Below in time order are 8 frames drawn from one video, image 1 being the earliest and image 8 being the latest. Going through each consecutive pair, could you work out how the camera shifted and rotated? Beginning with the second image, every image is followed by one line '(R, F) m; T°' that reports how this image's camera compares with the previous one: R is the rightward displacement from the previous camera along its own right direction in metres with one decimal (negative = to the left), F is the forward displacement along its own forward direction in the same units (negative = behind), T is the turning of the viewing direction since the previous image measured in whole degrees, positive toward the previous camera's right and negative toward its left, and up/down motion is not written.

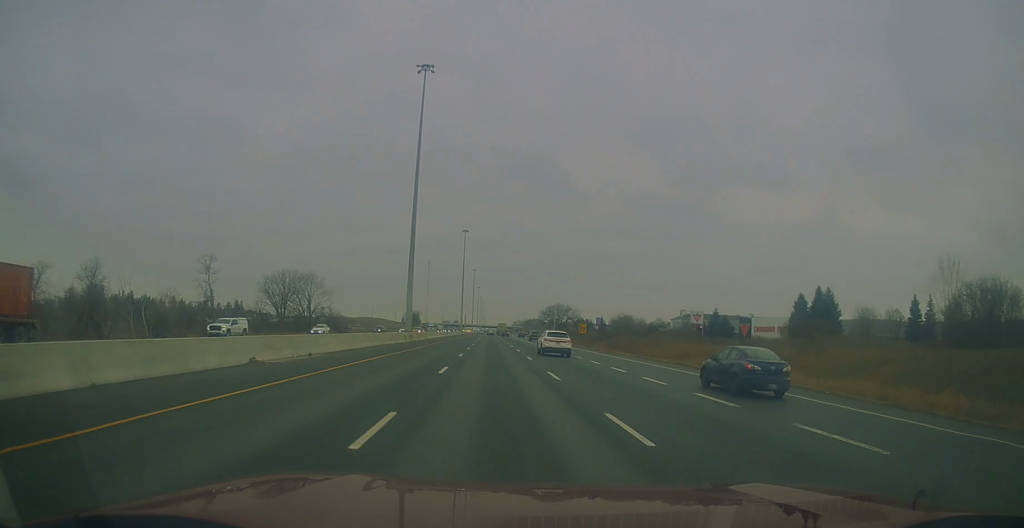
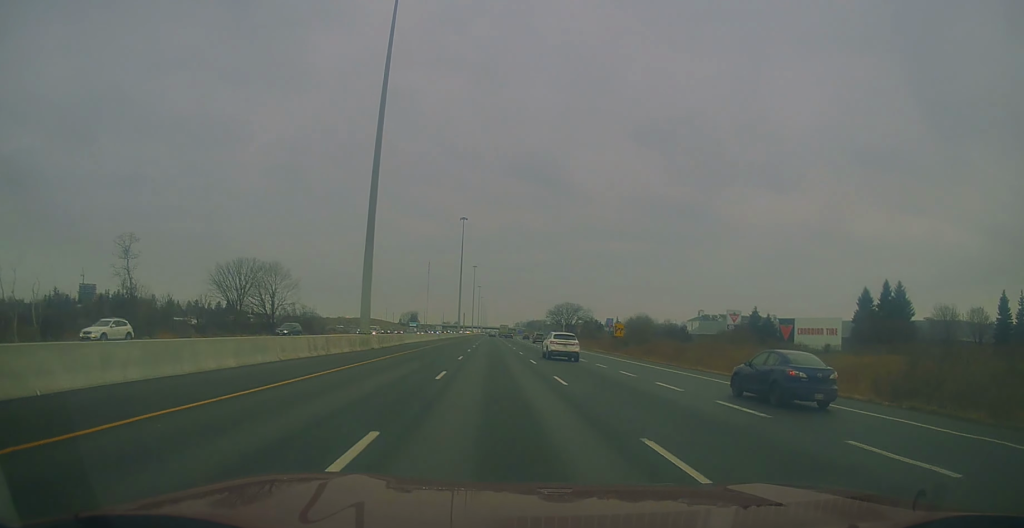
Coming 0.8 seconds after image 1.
(+0.5, +26.3) m; 0°
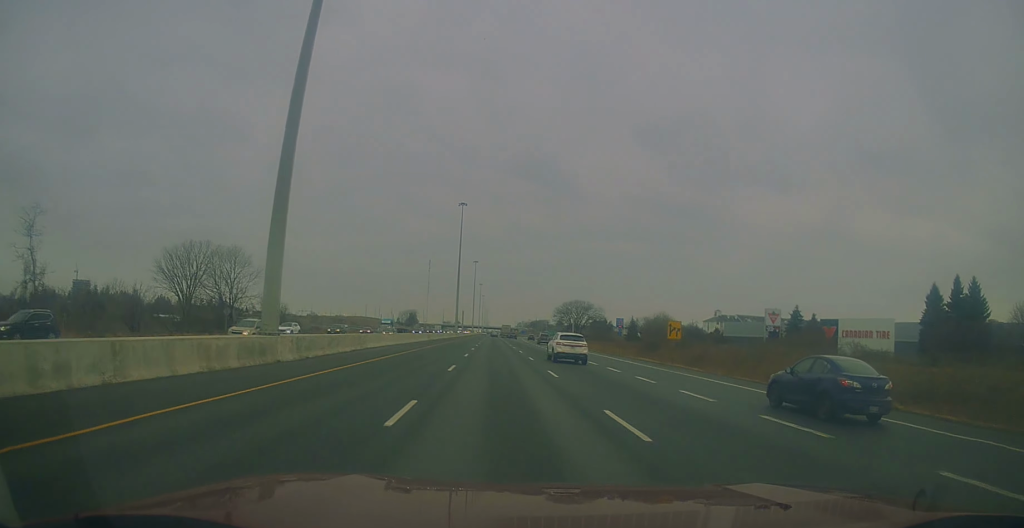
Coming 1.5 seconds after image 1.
(-0.3, +21.0) m; -1°
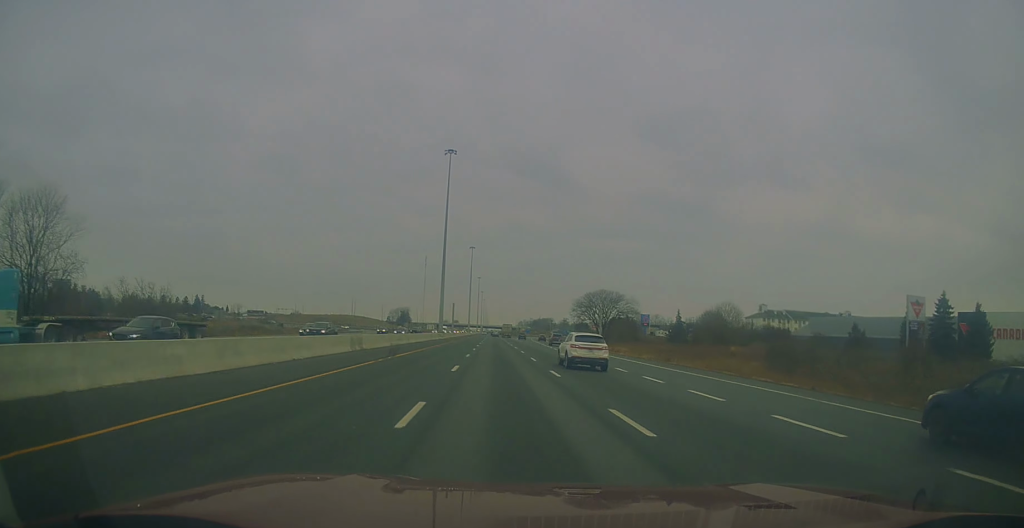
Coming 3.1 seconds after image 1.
(-0.4, +49.2) m; 0°
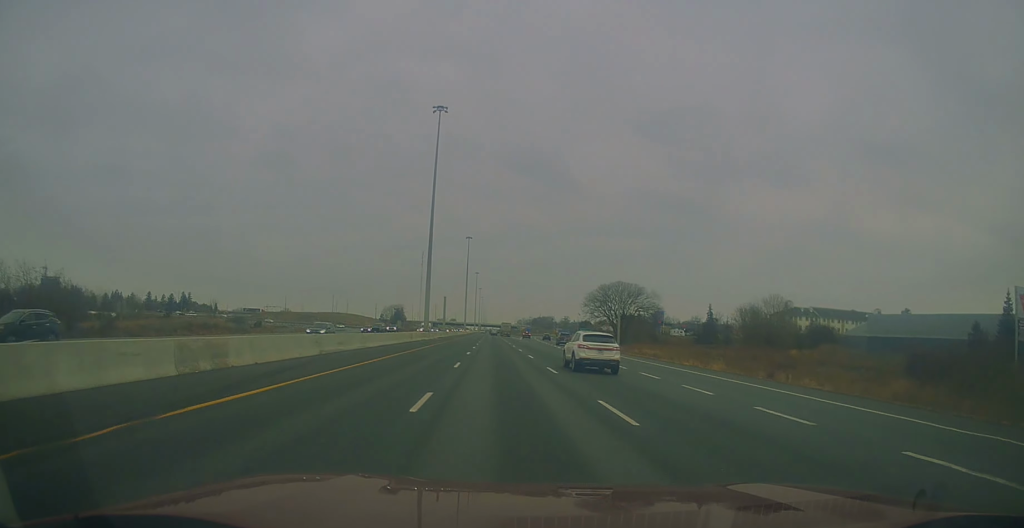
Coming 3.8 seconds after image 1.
(0.0, +22.9) m; 0°
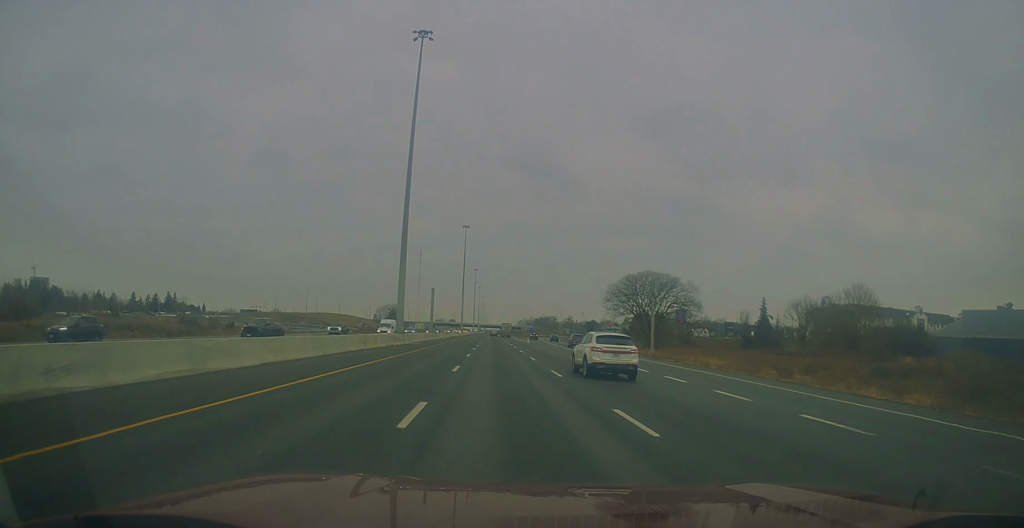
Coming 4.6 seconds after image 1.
(0.0, +25.9) m; +1°
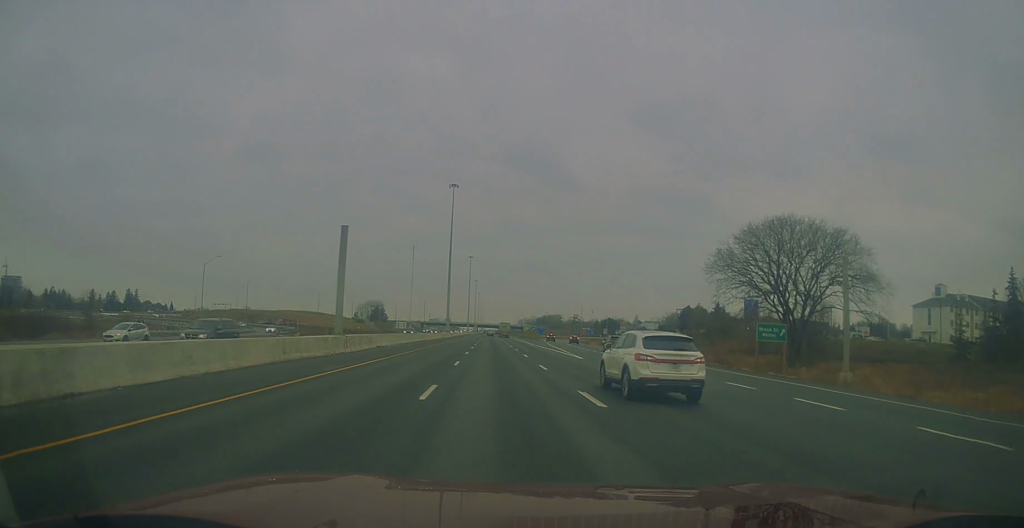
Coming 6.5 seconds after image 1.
(+0.4, +57.3) m; 0°
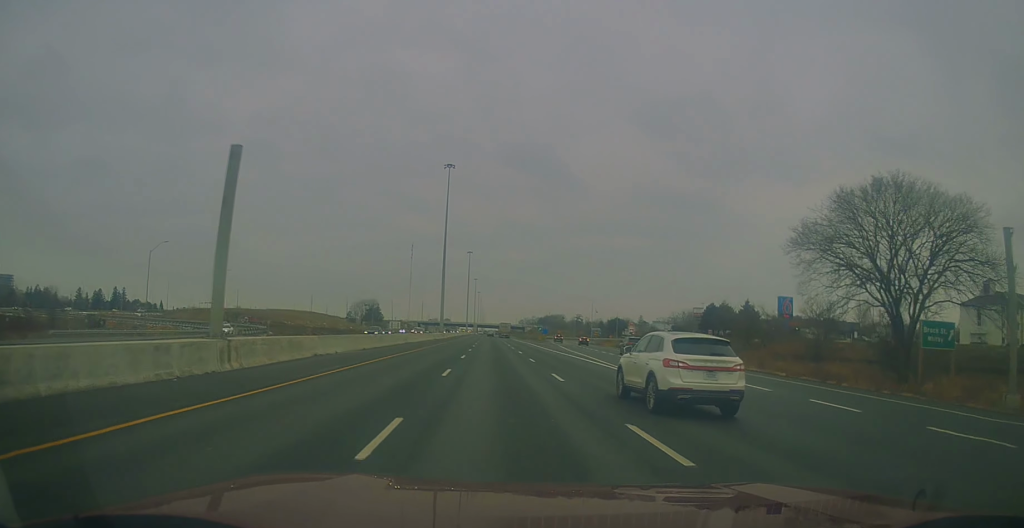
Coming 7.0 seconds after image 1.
(-0.1, +17.8) m; 0°
